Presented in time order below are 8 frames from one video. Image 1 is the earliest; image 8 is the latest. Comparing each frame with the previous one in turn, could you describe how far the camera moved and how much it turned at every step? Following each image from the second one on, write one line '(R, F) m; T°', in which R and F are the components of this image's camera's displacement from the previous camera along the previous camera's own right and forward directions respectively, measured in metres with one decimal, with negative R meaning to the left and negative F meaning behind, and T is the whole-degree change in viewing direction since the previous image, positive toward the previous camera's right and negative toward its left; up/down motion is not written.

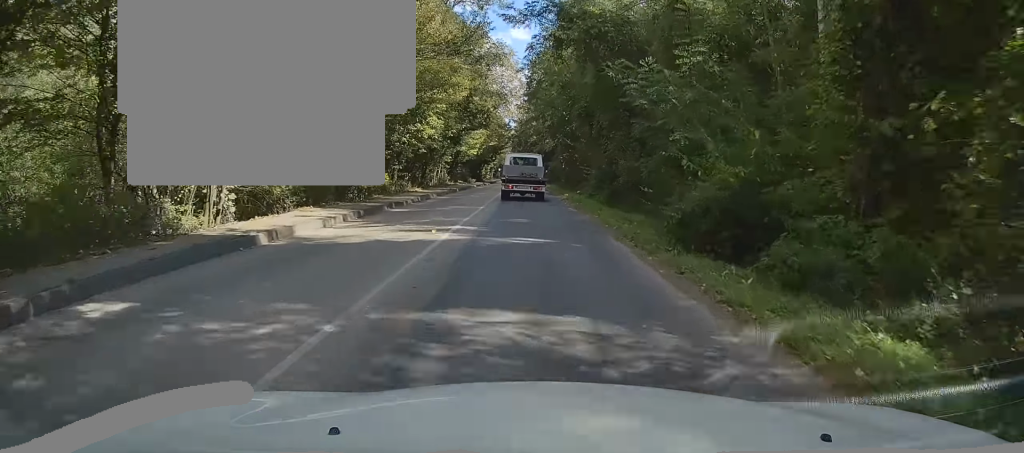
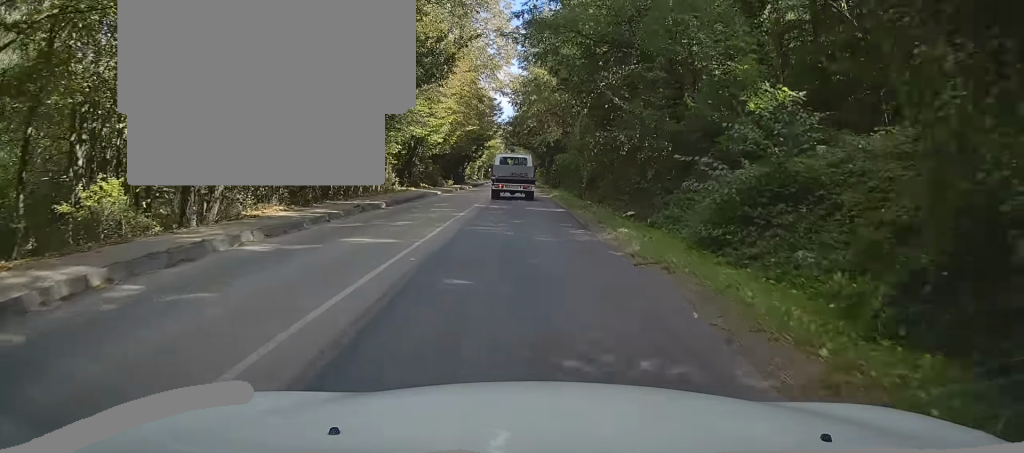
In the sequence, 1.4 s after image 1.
(+0.3, +23.1) m; +2°
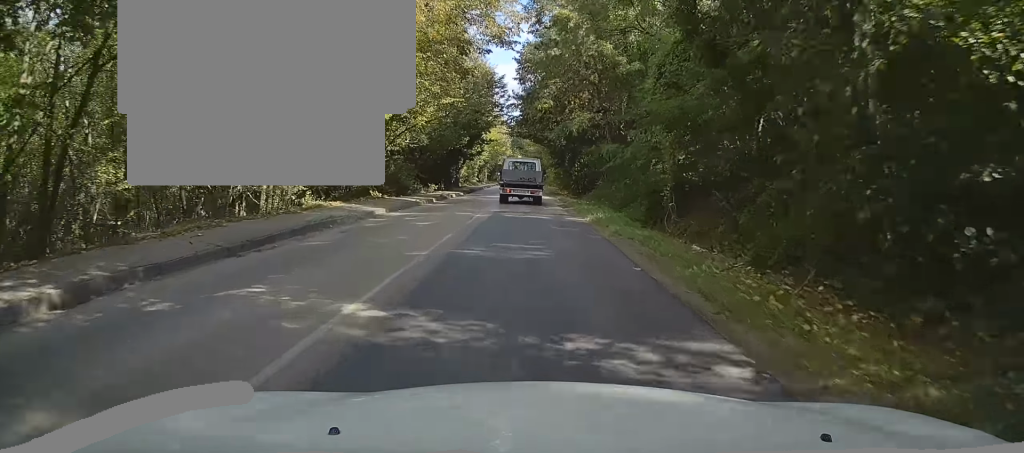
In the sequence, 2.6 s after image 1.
(+0.3, +18.4) m; -1°
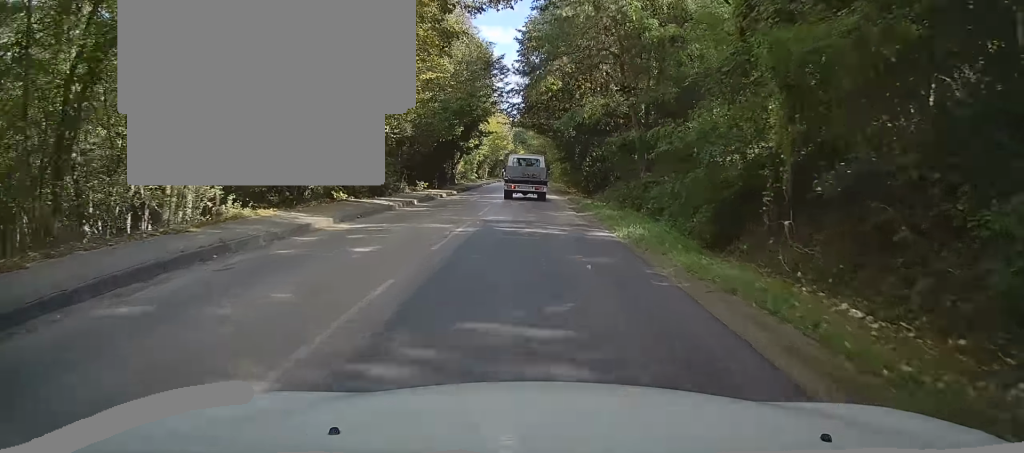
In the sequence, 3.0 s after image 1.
(-0.3, +6.7) m; -1°
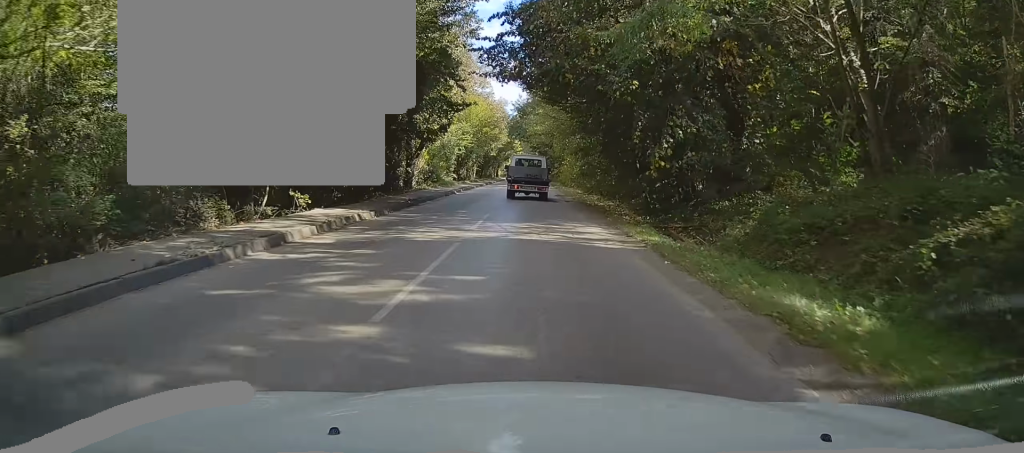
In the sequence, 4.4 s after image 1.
(0.0, +22.4) m; -1°
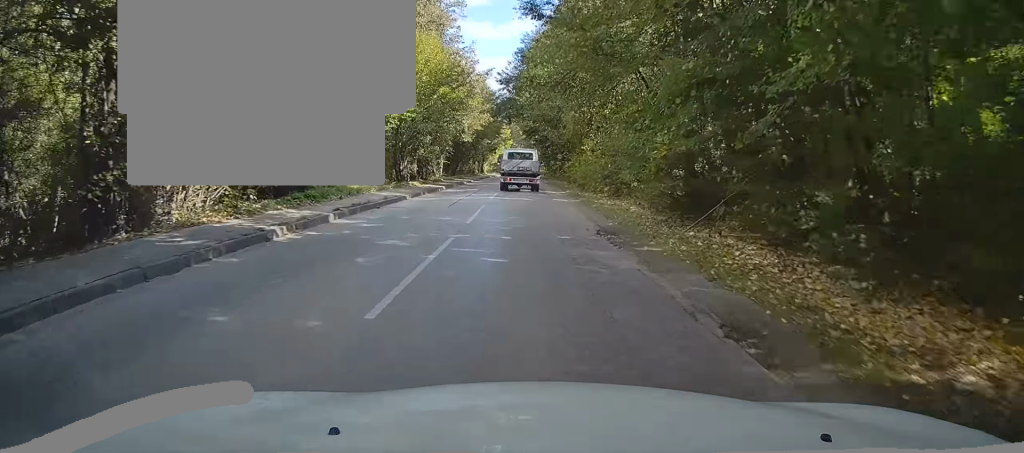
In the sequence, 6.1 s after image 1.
(-0.1, +26.5) m; +1°
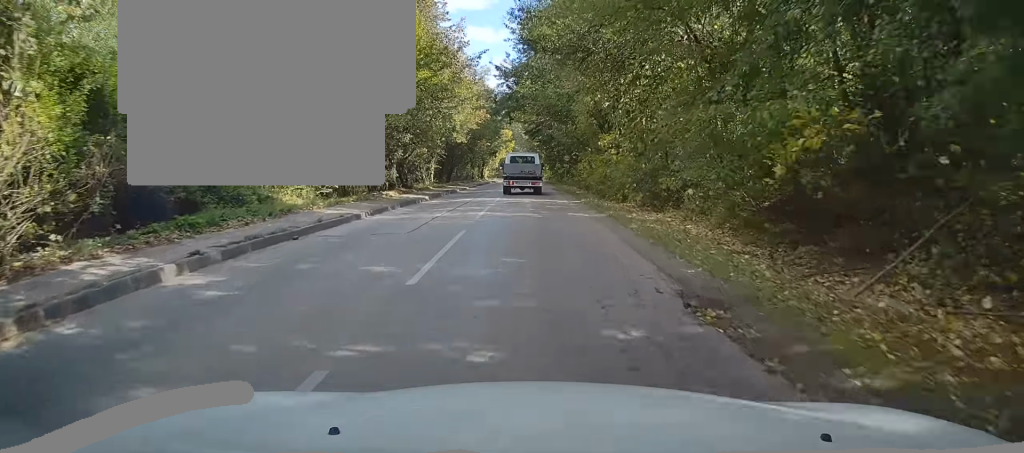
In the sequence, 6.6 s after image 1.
(+0.1, +7.3) m; 0°
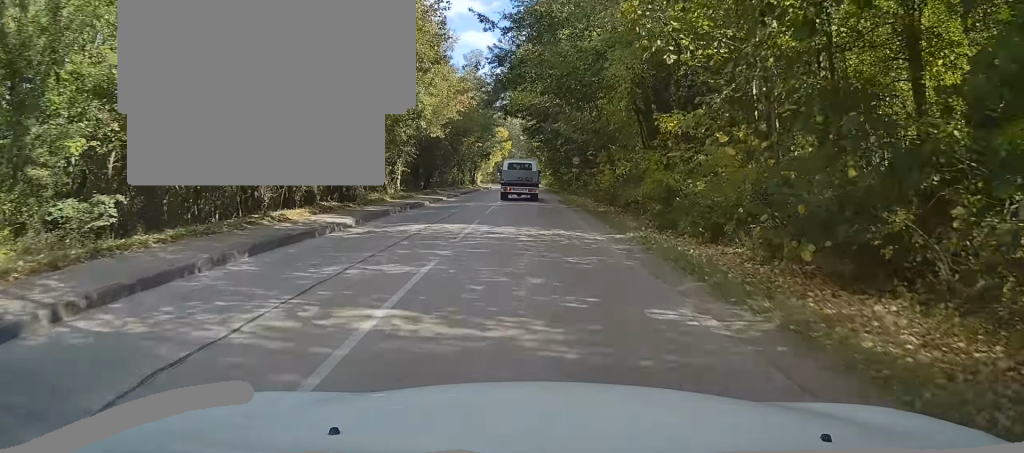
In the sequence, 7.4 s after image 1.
(0.0, +12.6) m; -1°
